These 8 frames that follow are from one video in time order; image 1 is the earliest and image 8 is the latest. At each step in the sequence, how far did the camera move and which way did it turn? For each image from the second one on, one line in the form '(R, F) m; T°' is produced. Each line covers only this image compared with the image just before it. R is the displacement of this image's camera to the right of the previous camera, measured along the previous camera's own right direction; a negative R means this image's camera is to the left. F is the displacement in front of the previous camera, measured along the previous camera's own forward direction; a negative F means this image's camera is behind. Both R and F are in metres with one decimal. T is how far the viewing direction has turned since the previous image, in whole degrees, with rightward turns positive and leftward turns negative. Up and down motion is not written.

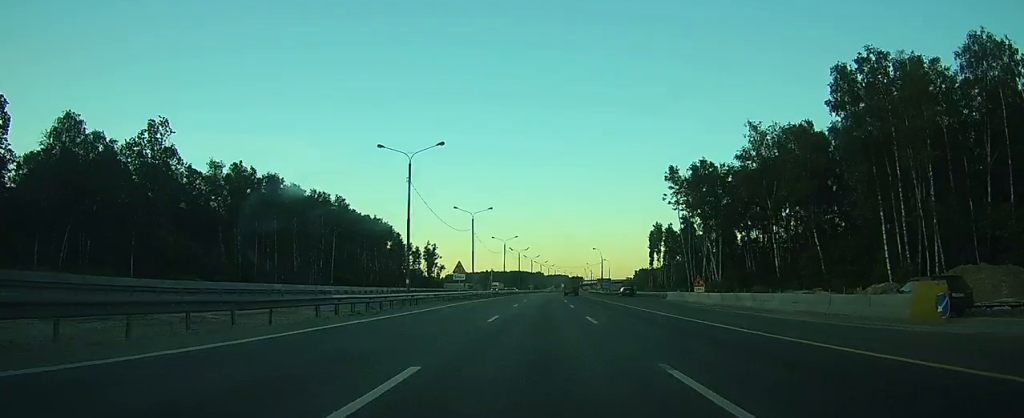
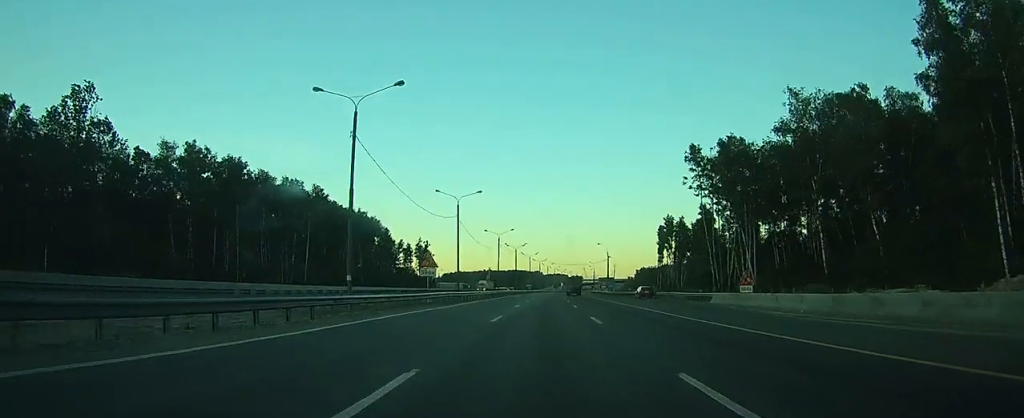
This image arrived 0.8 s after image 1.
(0.0, +15.9) m; 0°
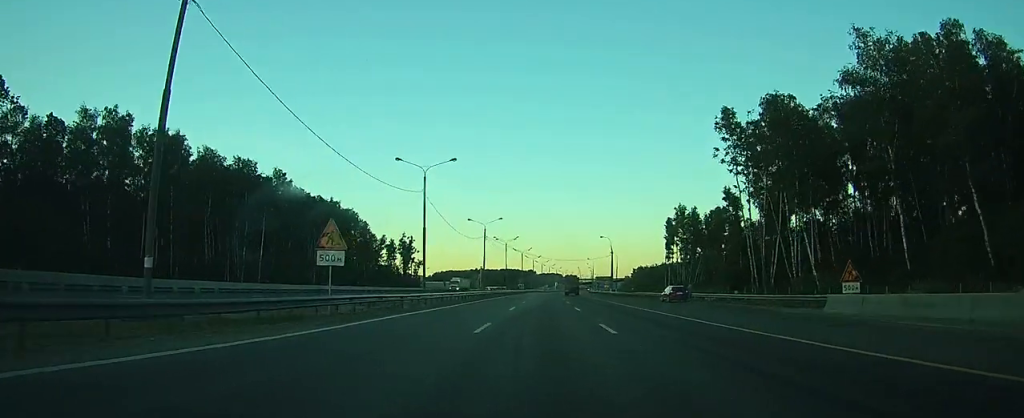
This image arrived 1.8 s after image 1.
(+0.2, +19.0) m; 0°
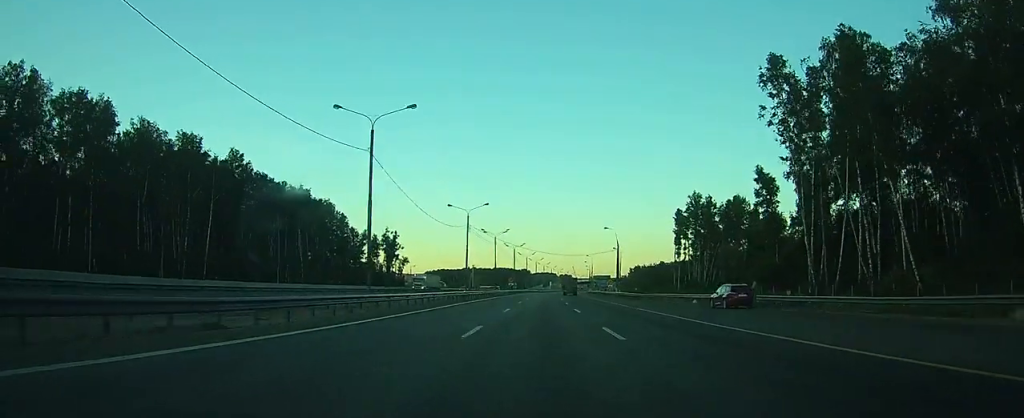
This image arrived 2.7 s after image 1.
(0.0, +17.2) m; 0°
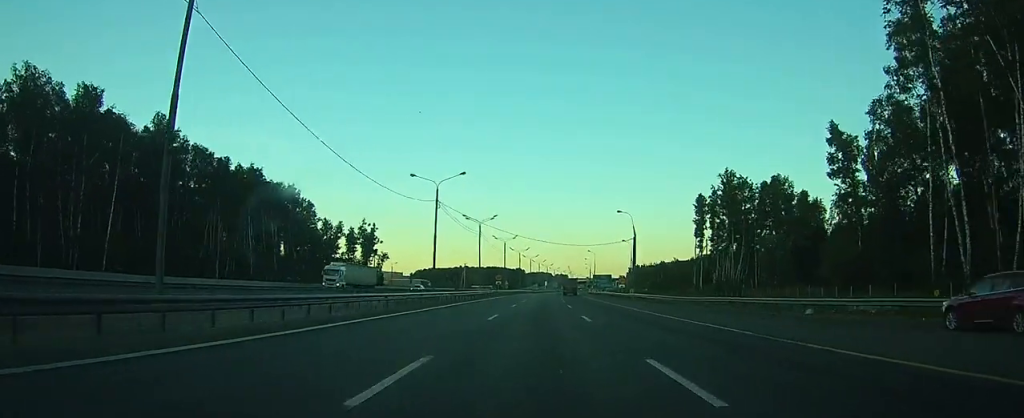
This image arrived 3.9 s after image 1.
(+0.1, +23.2) m; 0°
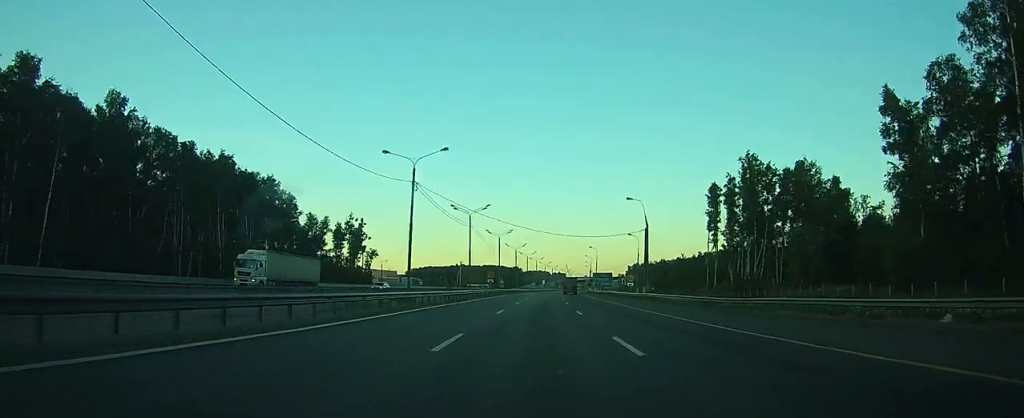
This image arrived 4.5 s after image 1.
(0.0, +11.1) m; 0°
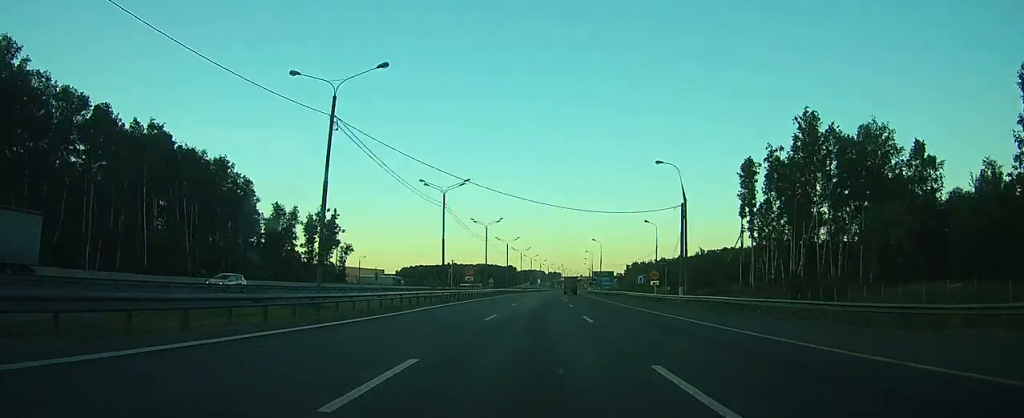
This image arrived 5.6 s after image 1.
(+0.1, +21.1) m; +1°
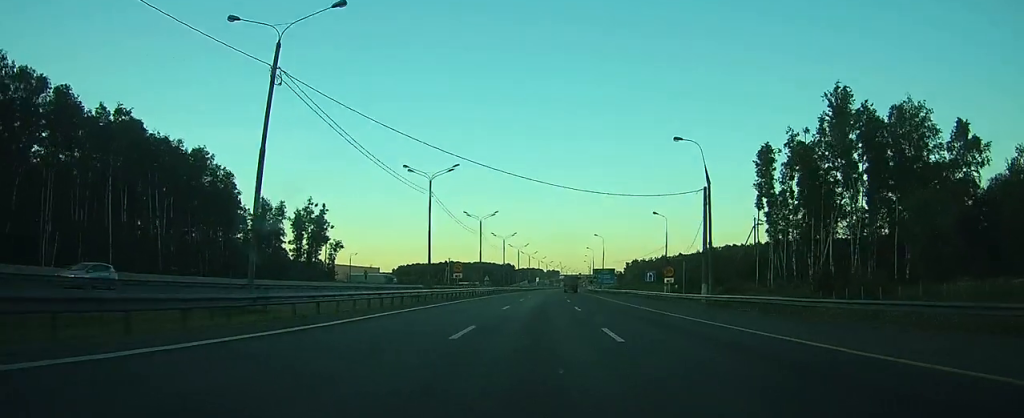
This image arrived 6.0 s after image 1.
(0.0, +8.0) m; +1°
